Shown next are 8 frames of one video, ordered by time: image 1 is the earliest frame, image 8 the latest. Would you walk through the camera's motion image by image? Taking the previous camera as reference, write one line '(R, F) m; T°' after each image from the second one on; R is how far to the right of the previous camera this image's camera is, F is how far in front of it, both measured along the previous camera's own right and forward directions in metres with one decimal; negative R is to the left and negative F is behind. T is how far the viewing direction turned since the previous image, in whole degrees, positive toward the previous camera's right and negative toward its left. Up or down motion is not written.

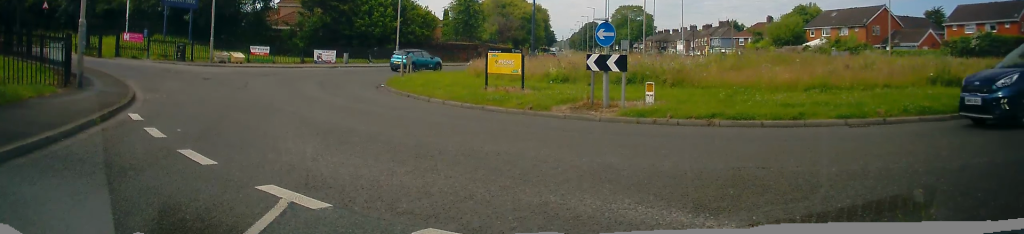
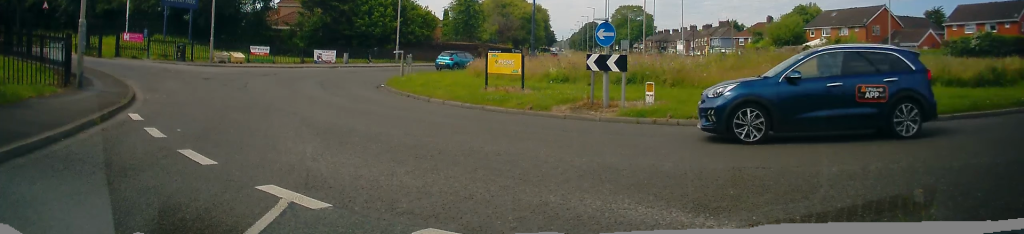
(0.0, 0.0) m; 0°
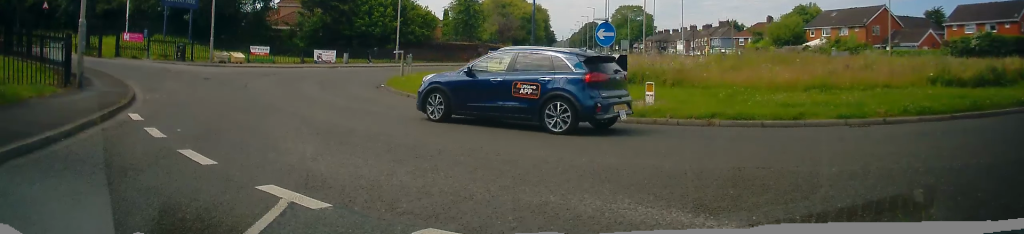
(0.0, 0.0) m; 0°
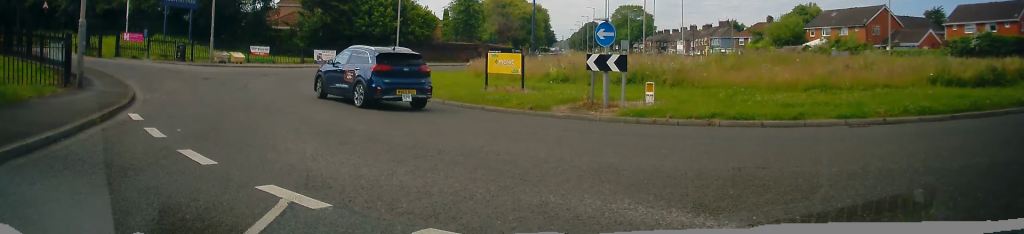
(0.0, 0.0) m; 0°
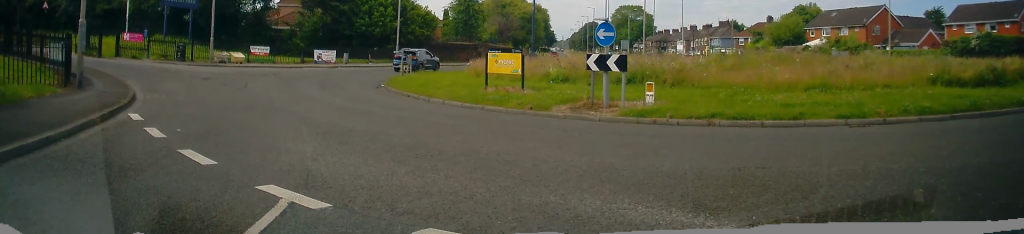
(0.0, 0.0) m; 0°
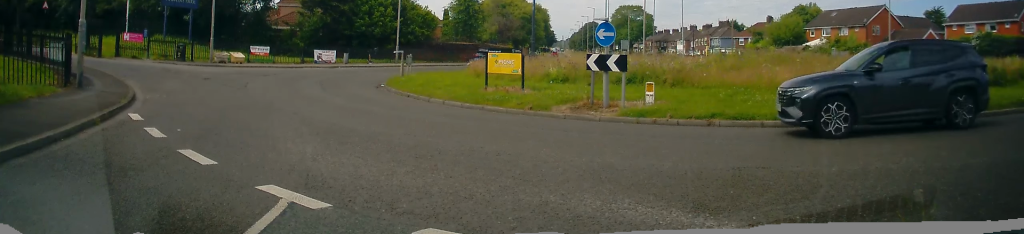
(0.0, 0.0) m; 0°
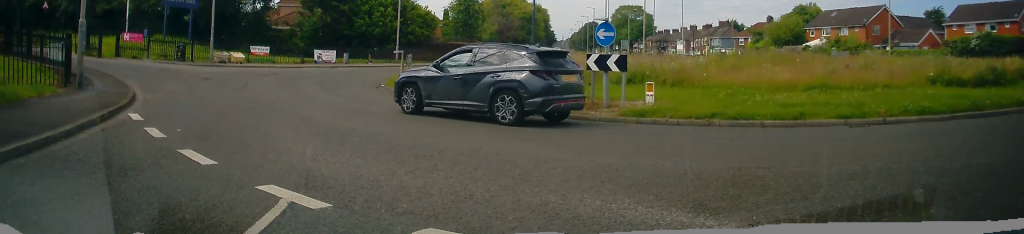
(0.0, 0.0) m; 0°
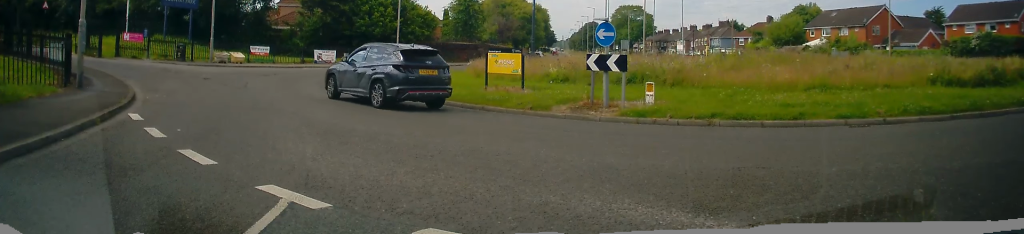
(0.0, 0.0) m; 0°
